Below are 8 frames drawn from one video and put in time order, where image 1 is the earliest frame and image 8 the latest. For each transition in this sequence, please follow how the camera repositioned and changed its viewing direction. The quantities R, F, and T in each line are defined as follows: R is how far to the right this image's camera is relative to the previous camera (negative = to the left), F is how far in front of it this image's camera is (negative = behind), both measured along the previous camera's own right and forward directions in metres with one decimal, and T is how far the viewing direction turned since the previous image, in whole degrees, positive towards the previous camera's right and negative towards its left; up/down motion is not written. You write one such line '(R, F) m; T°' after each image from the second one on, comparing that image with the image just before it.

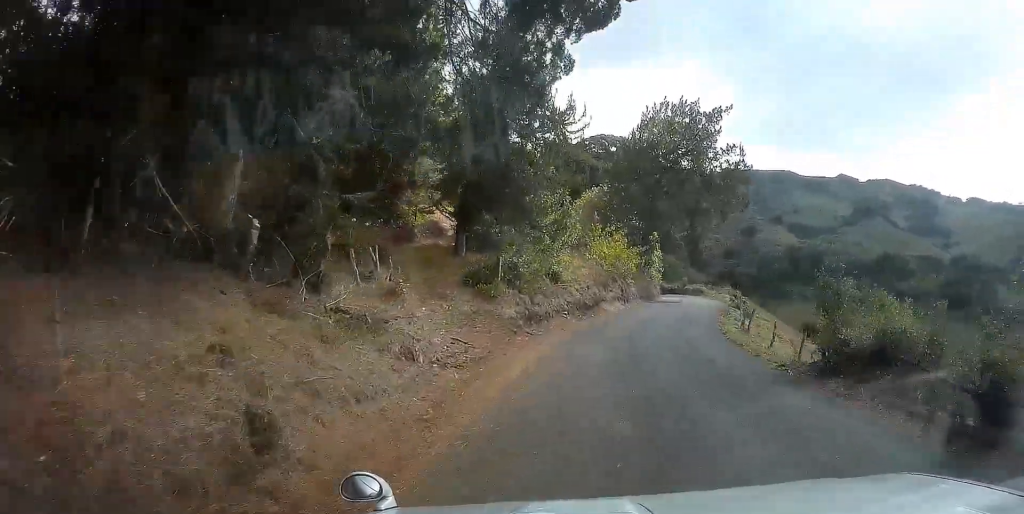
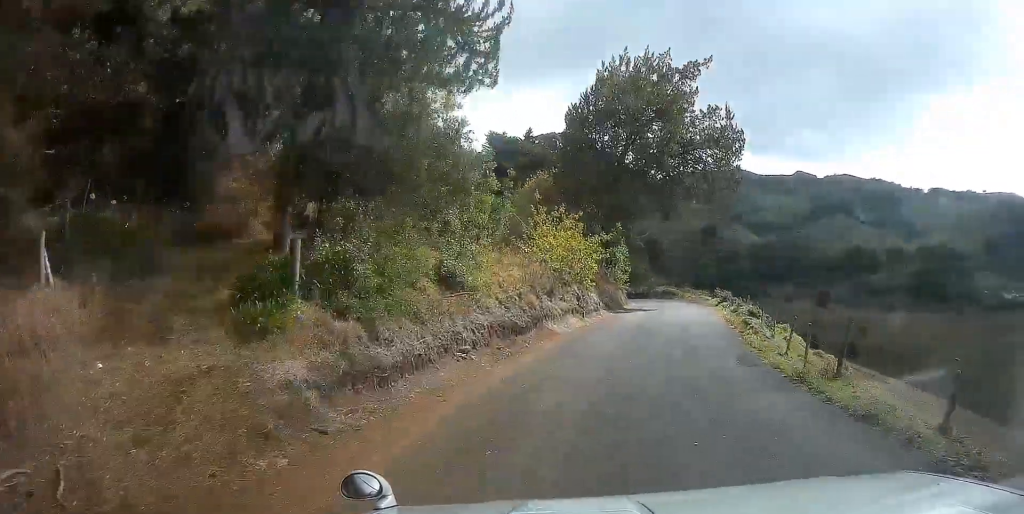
(+0.4, +11.6) m; +4°
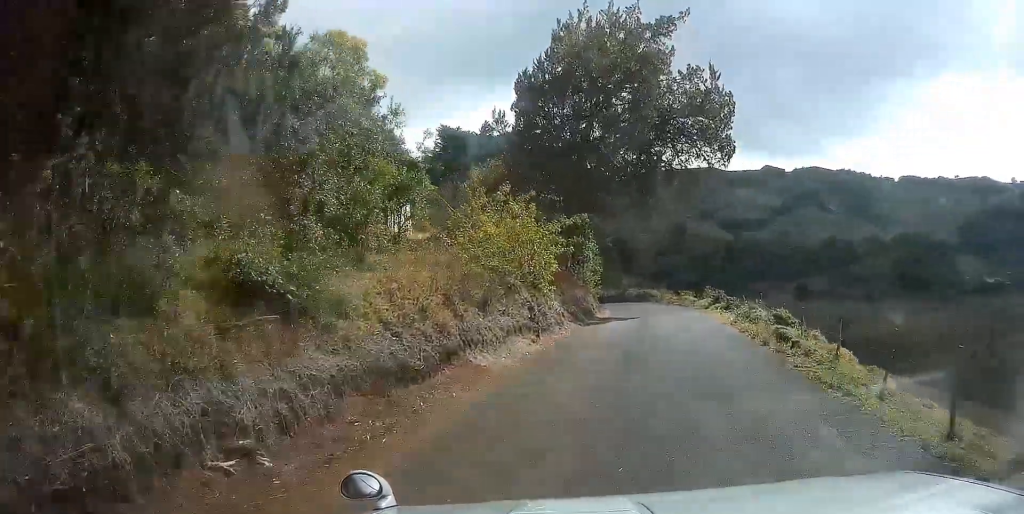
(+0.1, +7.1) m; +3°
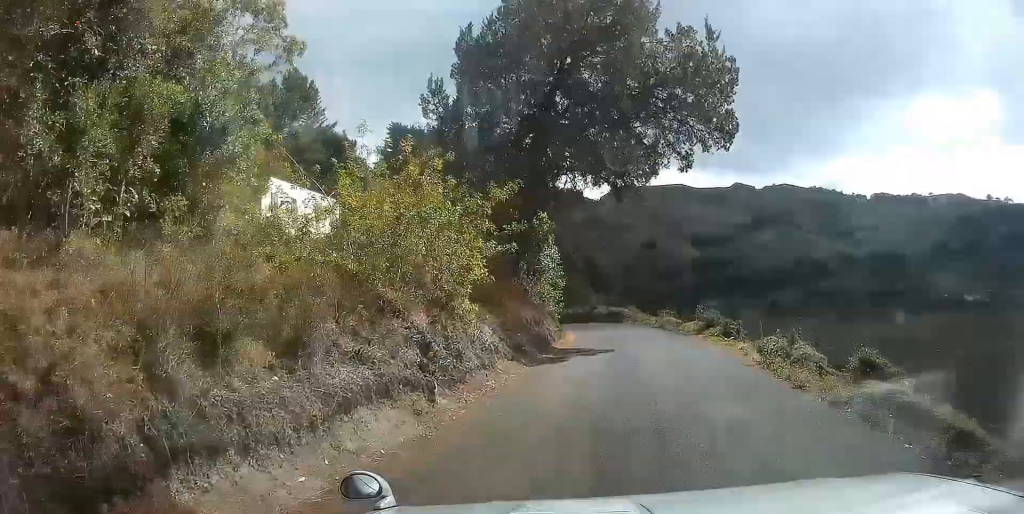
(+0.2, +7.2) m; +3°
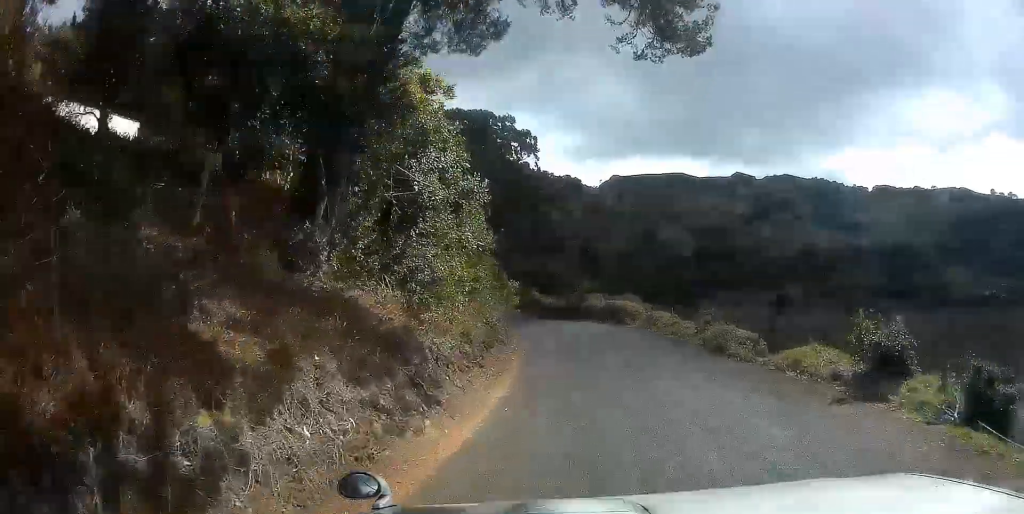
(+0.2, +18.5) m; -2°
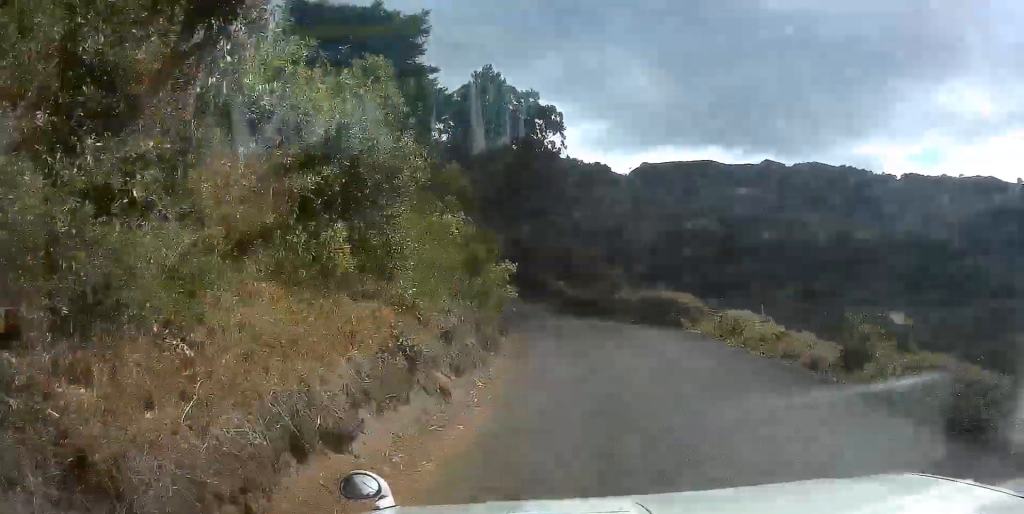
(-0.3, +10.1) m; -5°
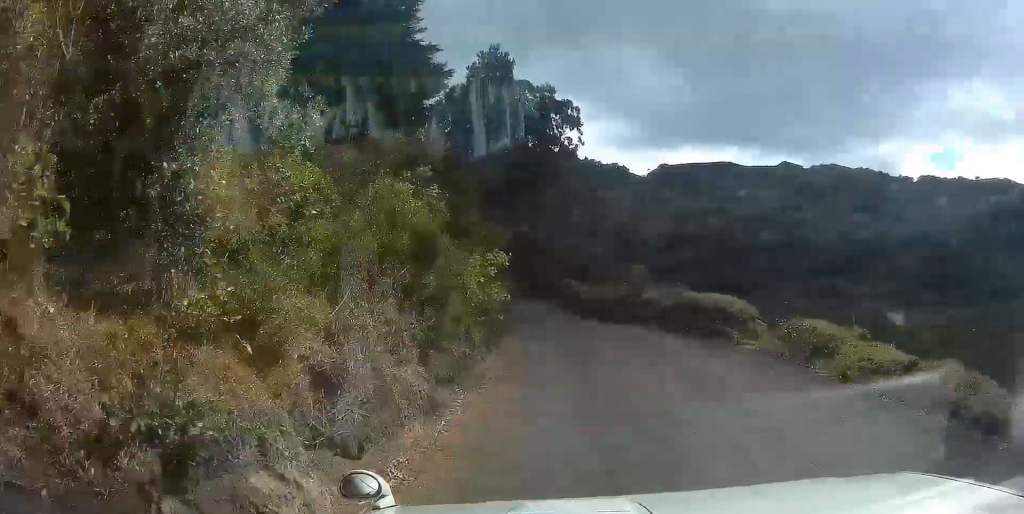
(-0.1, +5.2) m; -2°
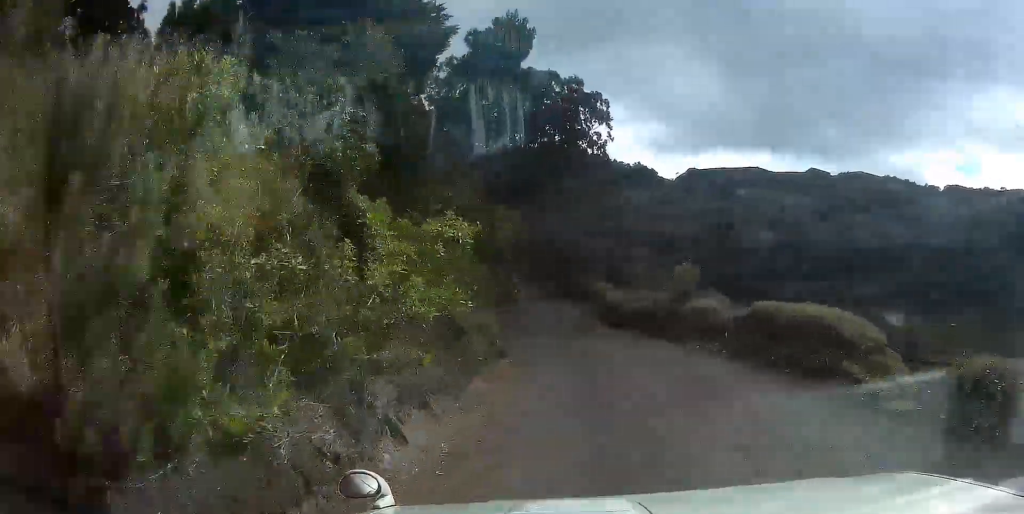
(-0.3, +6.5) m; -2°
